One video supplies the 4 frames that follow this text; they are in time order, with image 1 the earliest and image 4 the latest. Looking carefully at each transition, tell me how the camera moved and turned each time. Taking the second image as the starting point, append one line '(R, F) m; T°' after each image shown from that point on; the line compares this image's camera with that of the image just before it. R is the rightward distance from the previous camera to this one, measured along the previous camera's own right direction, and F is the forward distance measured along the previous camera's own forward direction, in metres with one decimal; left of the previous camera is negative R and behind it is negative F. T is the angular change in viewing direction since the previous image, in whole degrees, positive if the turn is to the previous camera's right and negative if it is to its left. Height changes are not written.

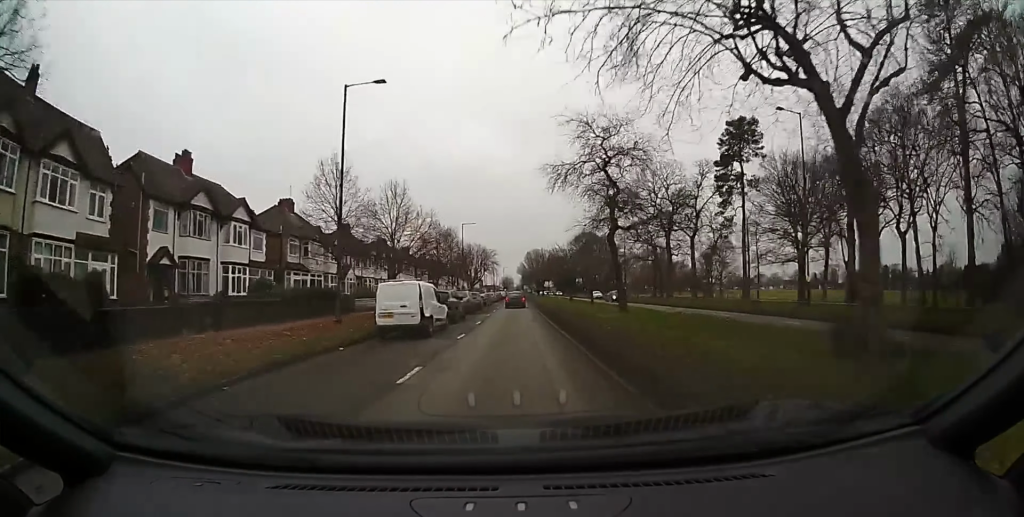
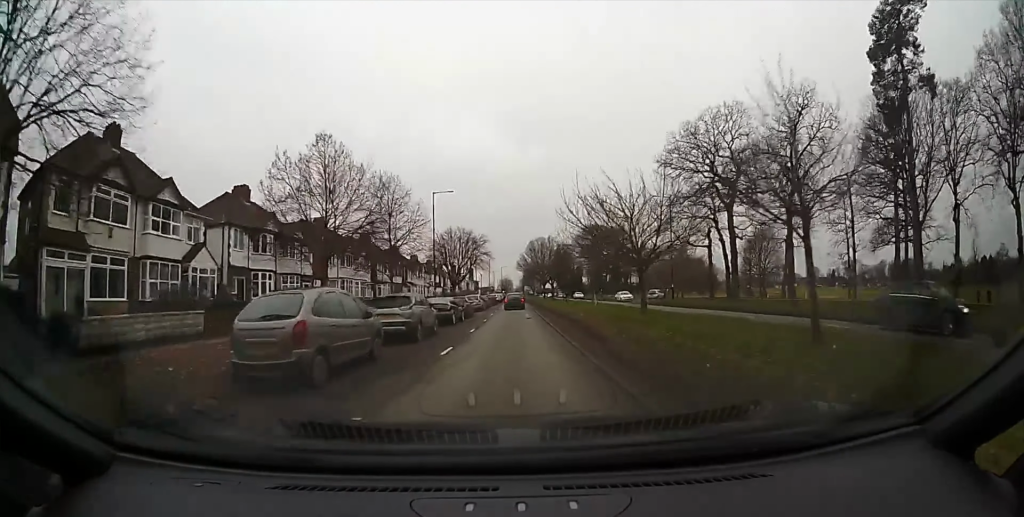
(-0.1, +20.7) m; -1°
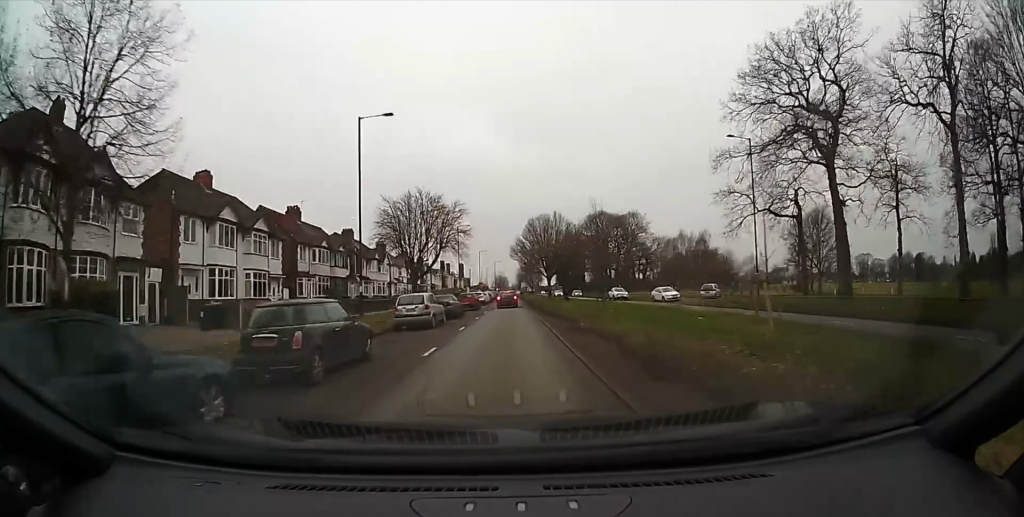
(-0.1, +18.2) m; 0°
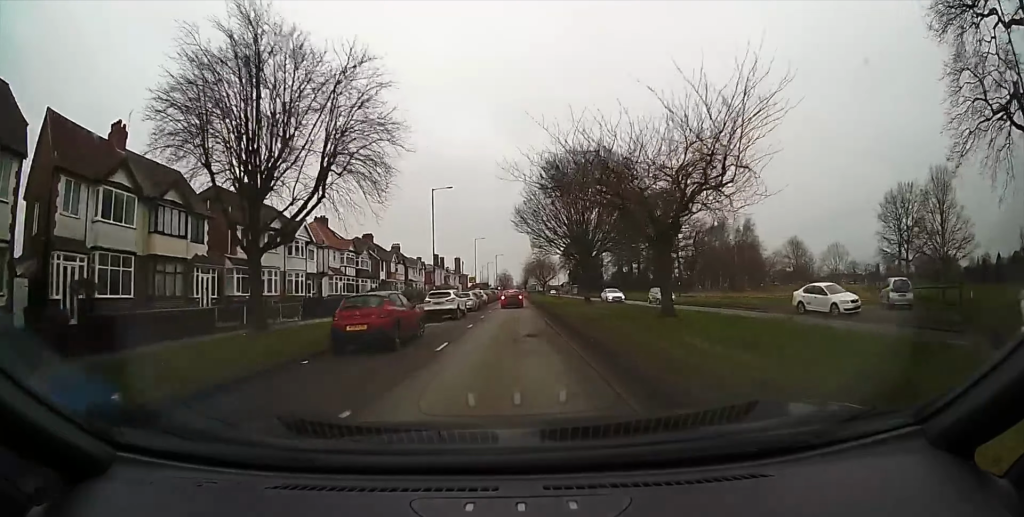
(+0.5, +22.3) m; +2°
